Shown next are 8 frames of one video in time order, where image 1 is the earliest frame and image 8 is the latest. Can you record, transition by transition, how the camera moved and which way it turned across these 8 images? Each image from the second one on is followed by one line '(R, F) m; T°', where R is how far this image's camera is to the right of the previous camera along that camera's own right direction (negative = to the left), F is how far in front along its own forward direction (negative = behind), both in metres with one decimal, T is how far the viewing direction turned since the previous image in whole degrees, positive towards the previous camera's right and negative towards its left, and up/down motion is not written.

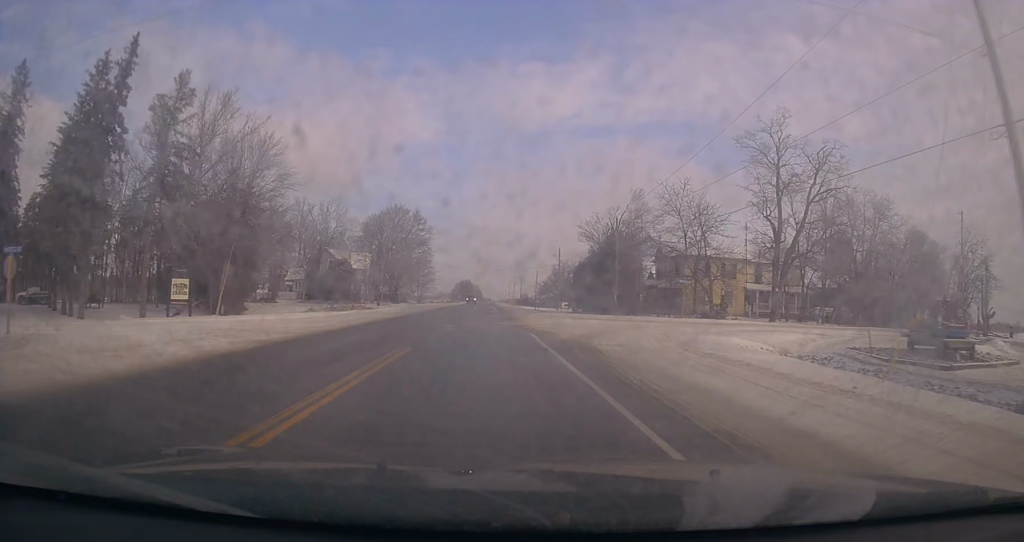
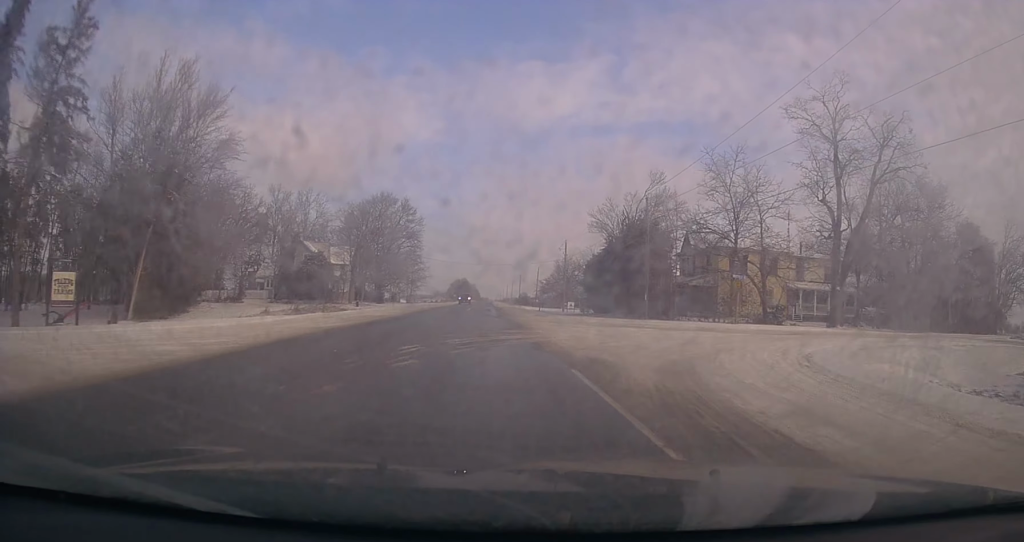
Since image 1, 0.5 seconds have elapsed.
(+0.1, +11.5) m; 0°
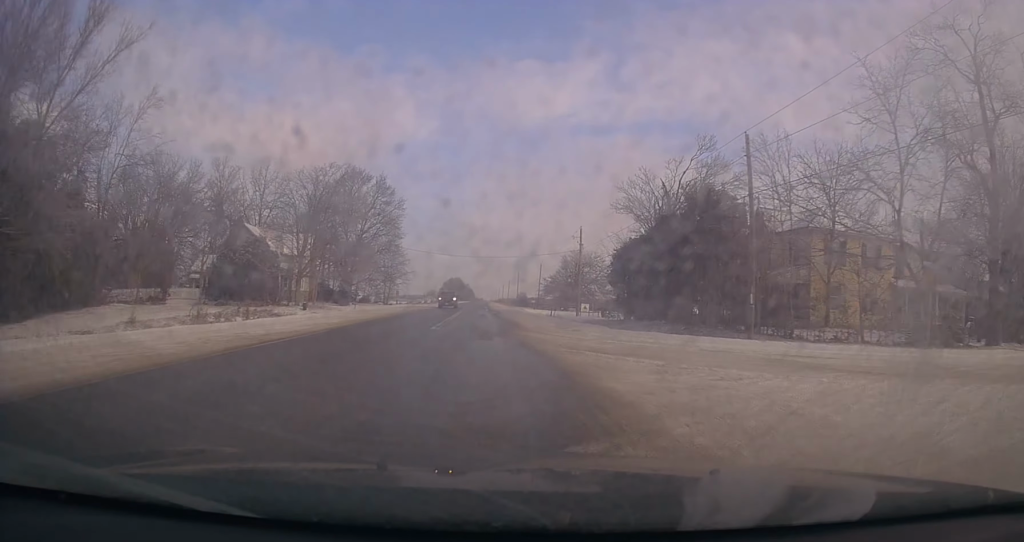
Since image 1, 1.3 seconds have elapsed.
(0.0, +19.0) m; 0°
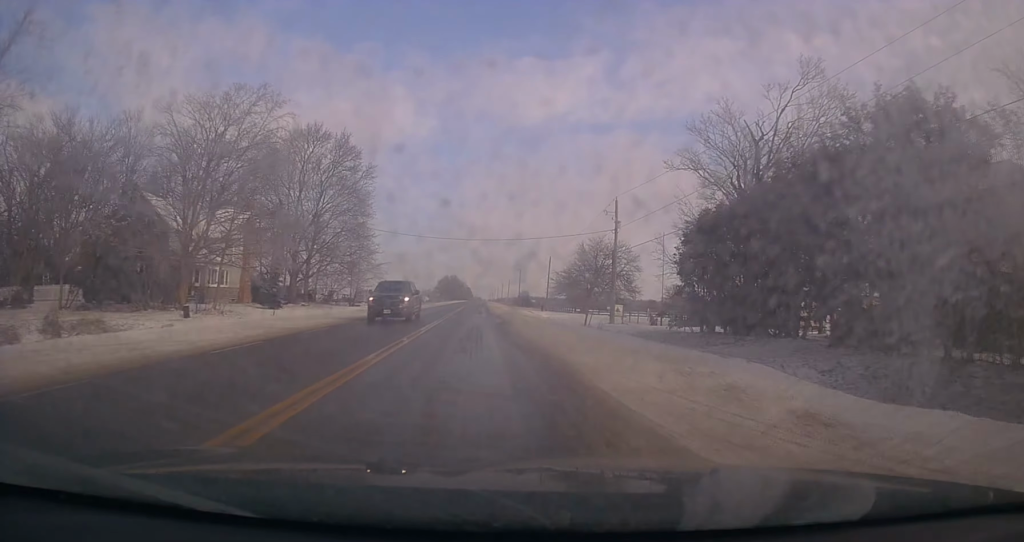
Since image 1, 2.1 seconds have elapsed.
(-0.1, +20.6) m; 0°
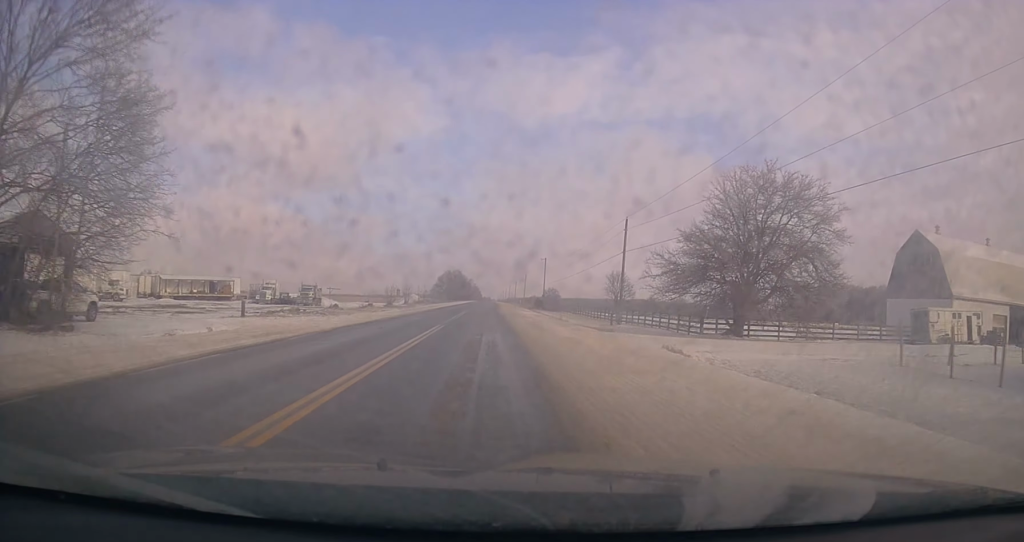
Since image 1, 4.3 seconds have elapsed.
(-0.2, +49.5) m; -1°
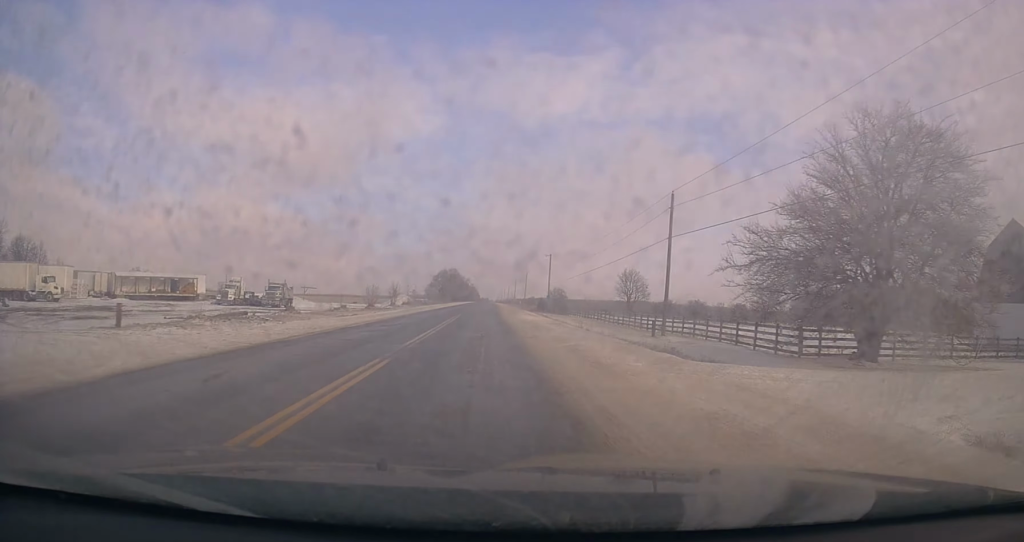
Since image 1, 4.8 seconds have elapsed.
(-0.2, +13.1) m; +1°
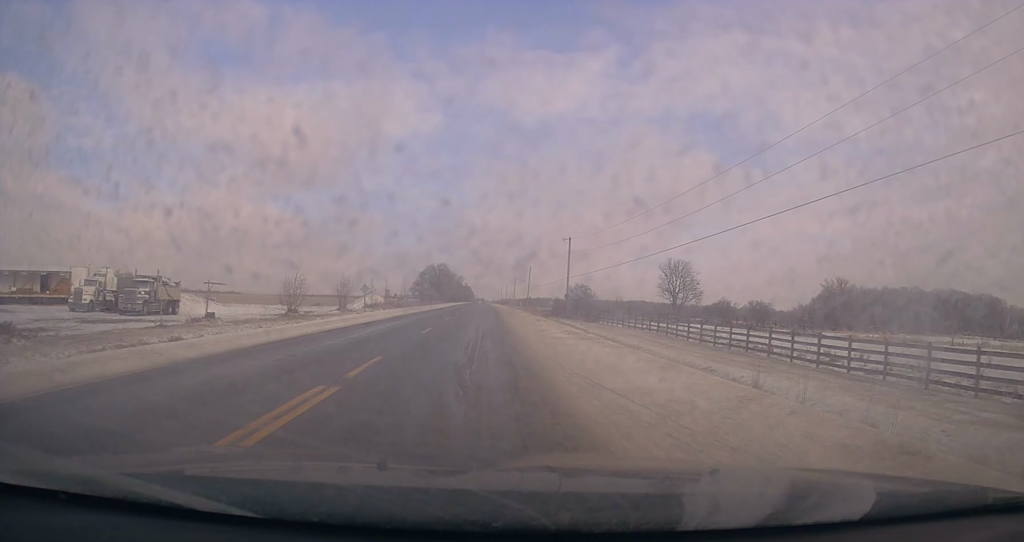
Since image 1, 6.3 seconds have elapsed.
(+0.3, +31.2) m; 0°
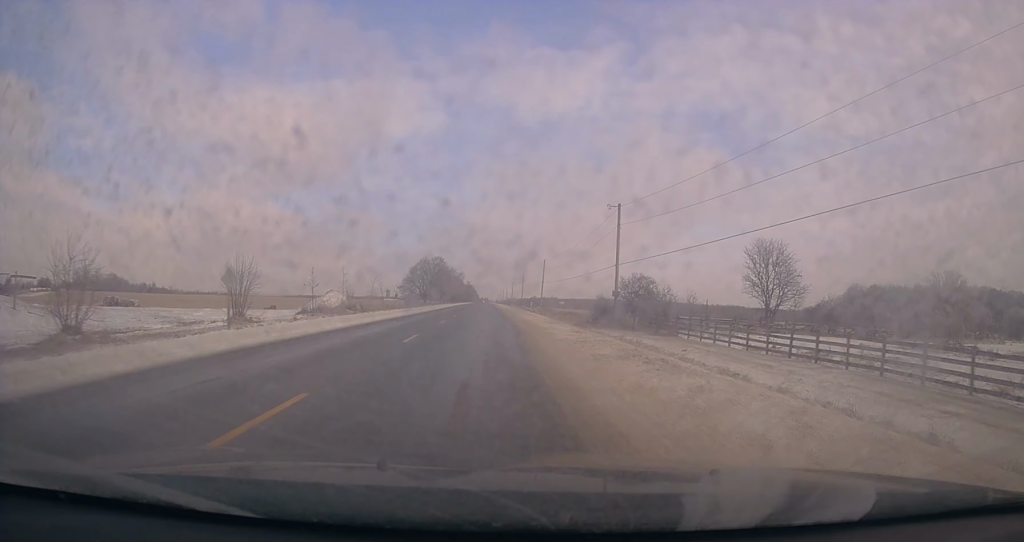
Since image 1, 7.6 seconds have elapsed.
(+0.2, +28.9) m; 0°
